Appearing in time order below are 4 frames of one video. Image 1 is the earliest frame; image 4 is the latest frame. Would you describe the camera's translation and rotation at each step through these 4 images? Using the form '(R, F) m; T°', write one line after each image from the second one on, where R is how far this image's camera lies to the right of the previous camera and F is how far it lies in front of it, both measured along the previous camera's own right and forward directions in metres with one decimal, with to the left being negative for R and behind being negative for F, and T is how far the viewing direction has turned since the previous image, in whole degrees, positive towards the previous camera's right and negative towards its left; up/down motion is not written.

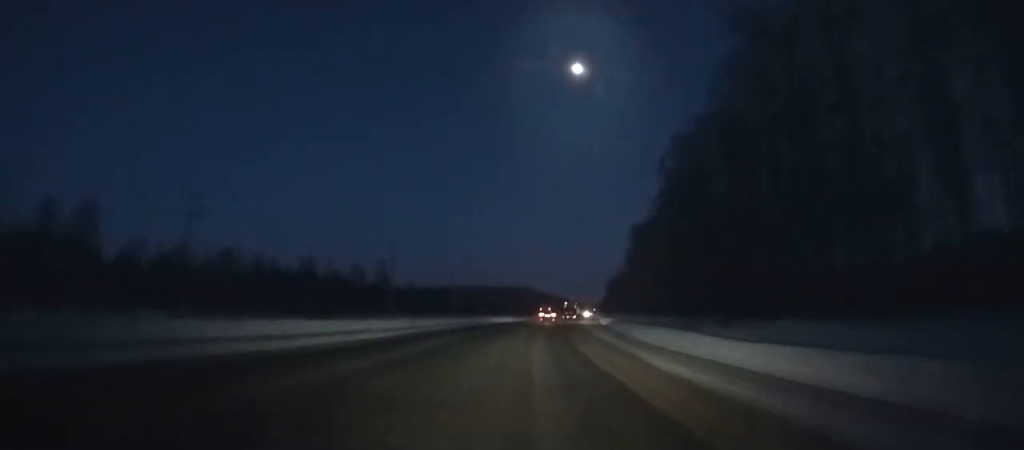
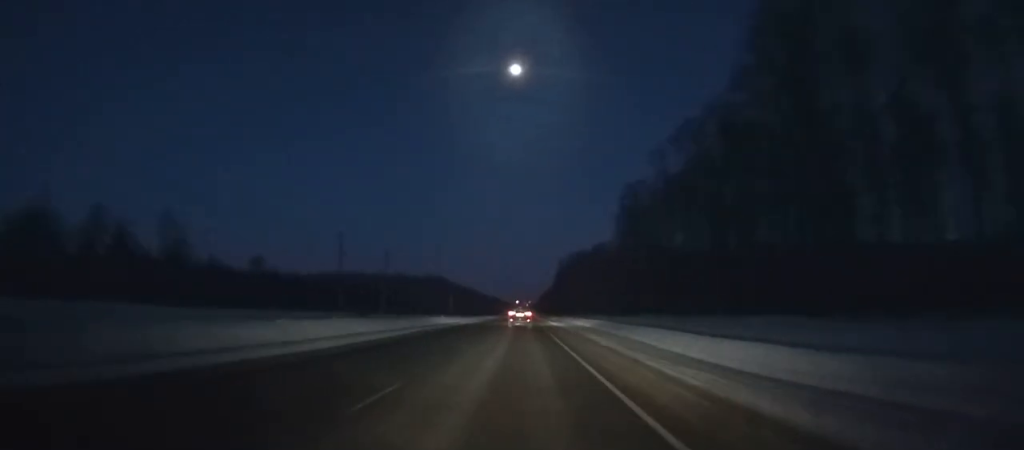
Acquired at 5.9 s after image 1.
(+12.3, +148.8) m; +7°
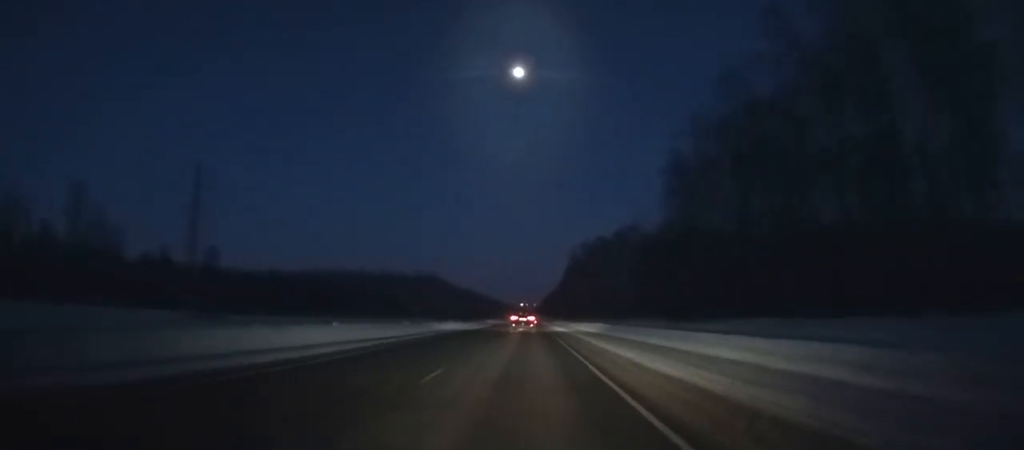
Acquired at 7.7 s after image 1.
(+0.3, +44.1) m; +1°
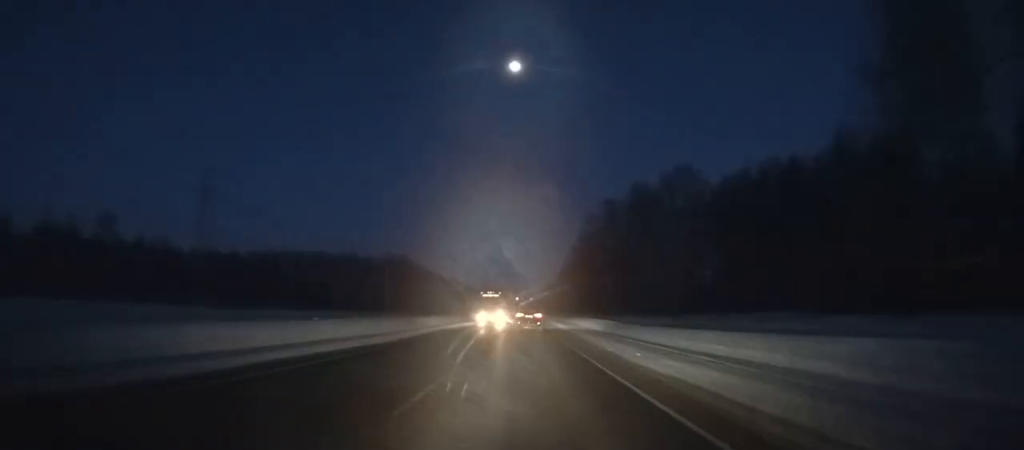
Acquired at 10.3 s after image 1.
(+0.2, +62.8) m; 0°
